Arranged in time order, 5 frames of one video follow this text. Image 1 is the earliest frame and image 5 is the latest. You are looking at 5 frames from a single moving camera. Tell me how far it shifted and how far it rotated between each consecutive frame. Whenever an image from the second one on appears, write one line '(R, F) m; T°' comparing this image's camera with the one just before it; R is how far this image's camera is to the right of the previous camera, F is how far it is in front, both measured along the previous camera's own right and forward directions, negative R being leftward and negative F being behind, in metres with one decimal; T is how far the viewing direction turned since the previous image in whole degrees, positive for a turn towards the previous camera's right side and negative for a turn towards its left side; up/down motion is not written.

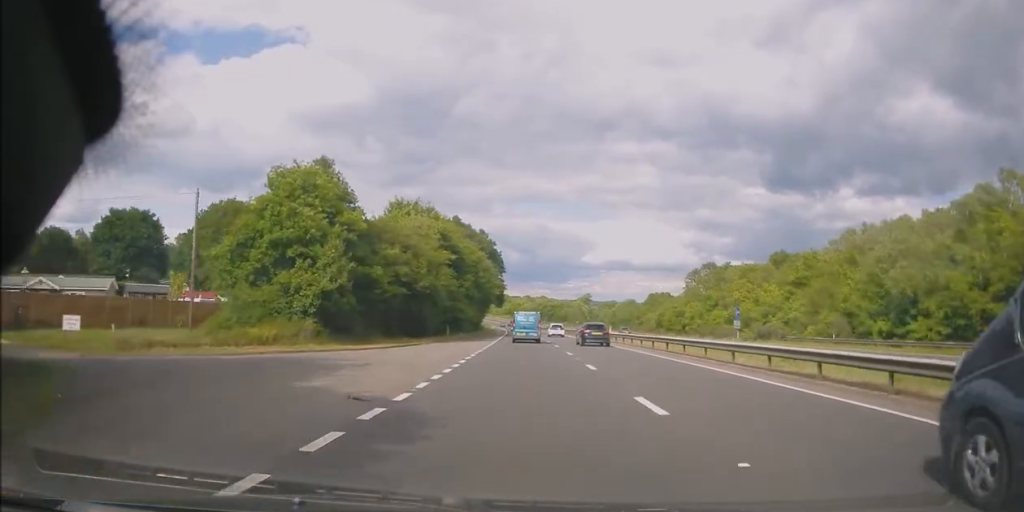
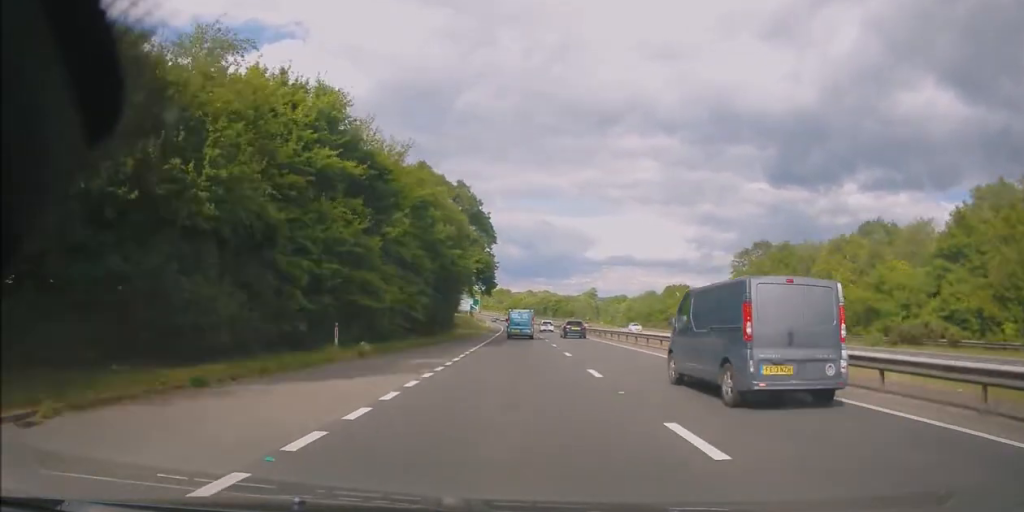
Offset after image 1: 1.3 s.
(-0.2, +28.8) m; 0°
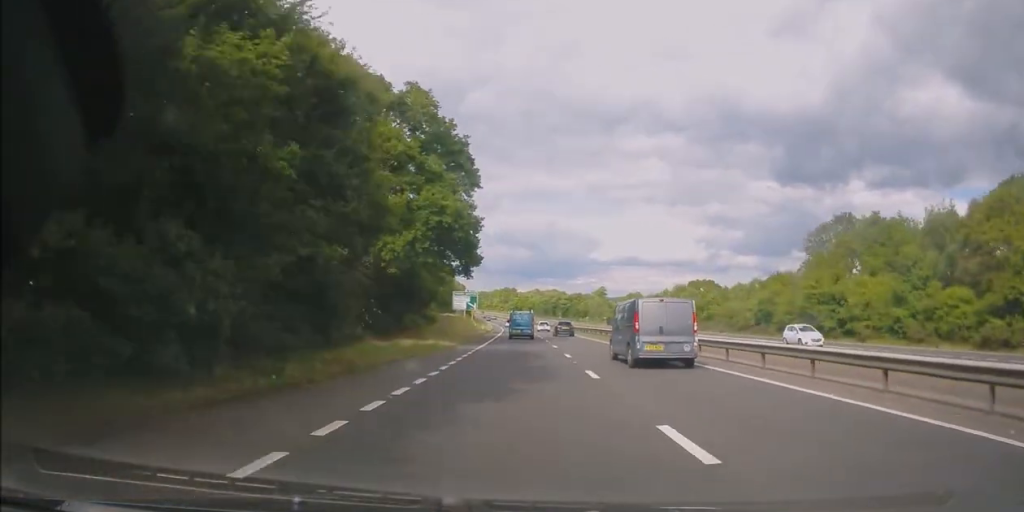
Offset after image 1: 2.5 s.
(0.0, +25.8) m; -1°
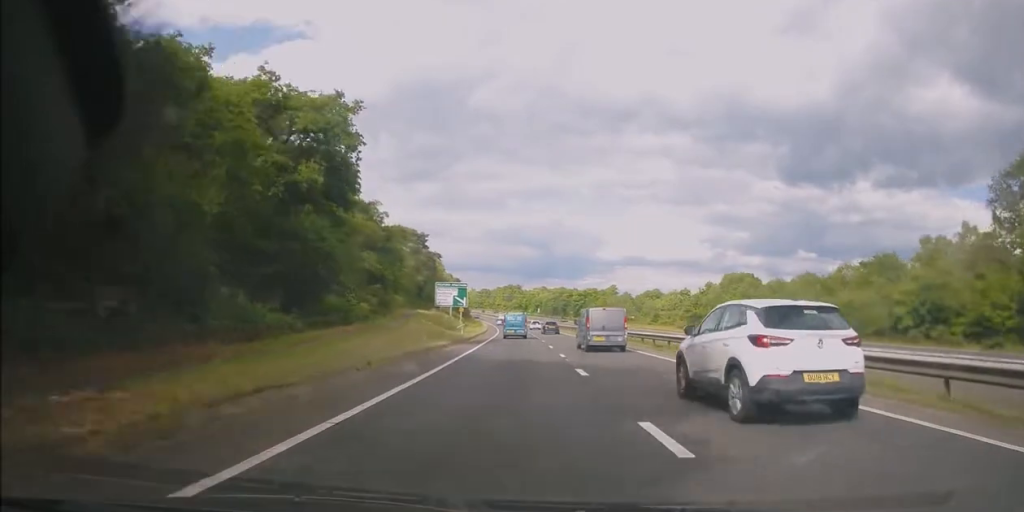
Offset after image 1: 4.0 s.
(-0.3, +34.3) m; -1°
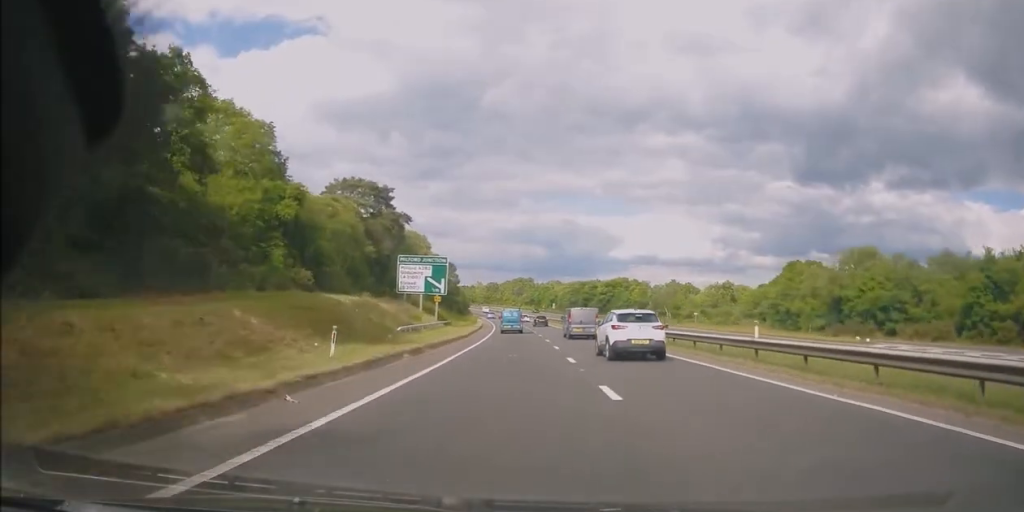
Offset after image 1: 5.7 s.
(-0.6, +39.3) m; -1°
